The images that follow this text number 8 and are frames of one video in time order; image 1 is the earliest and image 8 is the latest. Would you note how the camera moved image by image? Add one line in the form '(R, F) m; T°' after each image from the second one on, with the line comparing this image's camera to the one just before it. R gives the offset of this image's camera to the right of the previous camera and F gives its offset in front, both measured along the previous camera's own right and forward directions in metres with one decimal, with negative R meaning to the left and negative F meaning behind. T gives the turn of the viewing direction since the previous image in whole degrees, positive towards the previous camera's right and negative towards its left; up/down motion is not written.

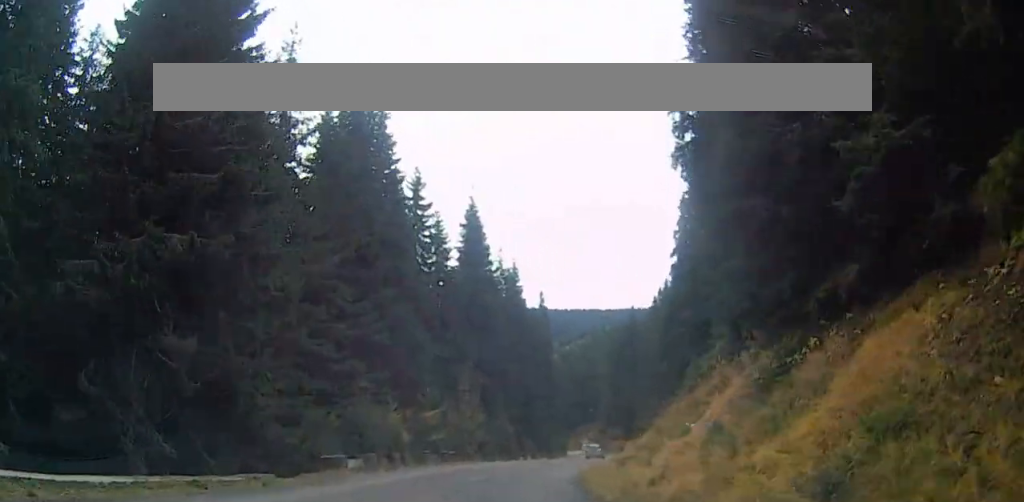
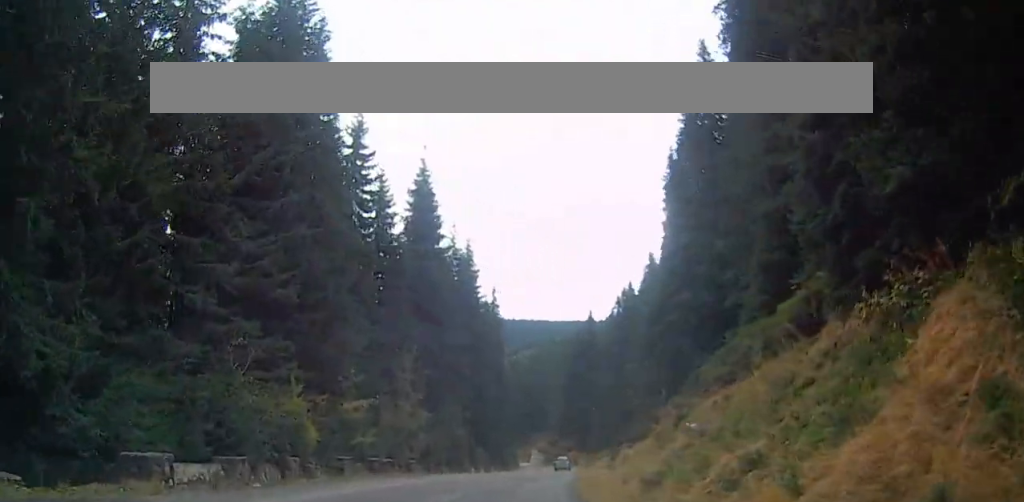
(+1.0, +10.1) m; +10°
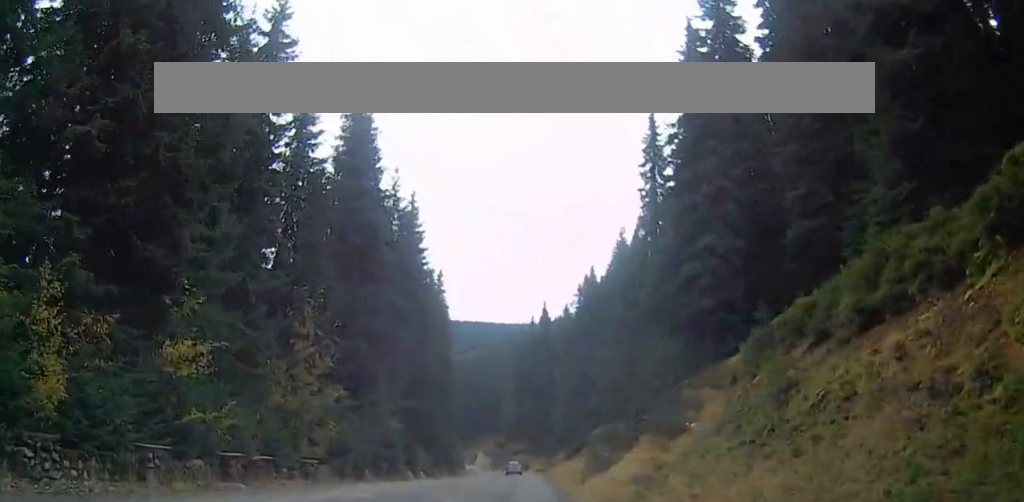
(+1.2, +12.6) m; +6°
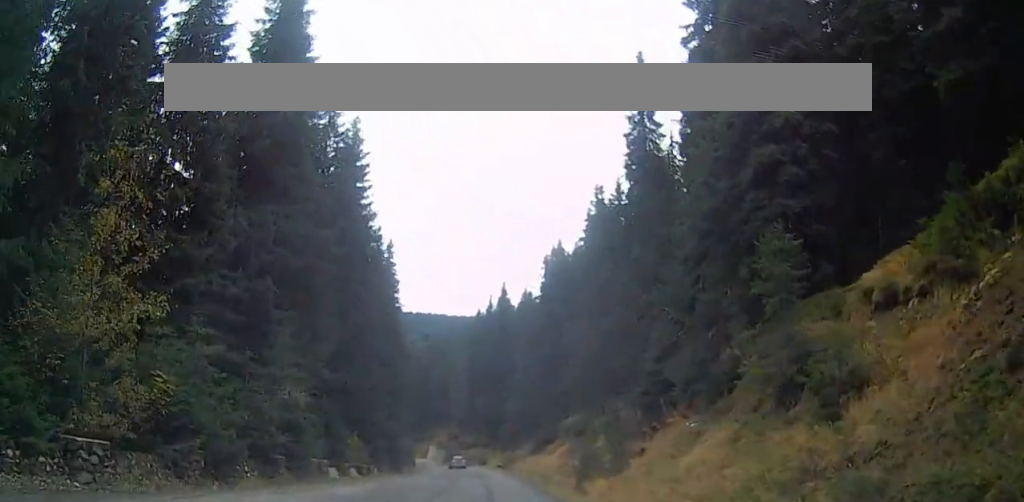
(0.0, +11.6) m; +1°
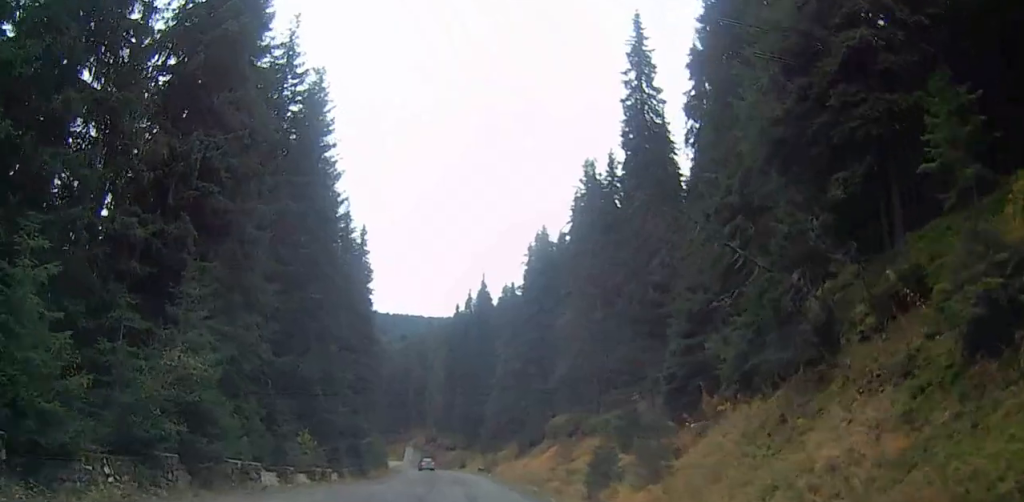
(-0.1, +6.5) m; +3°
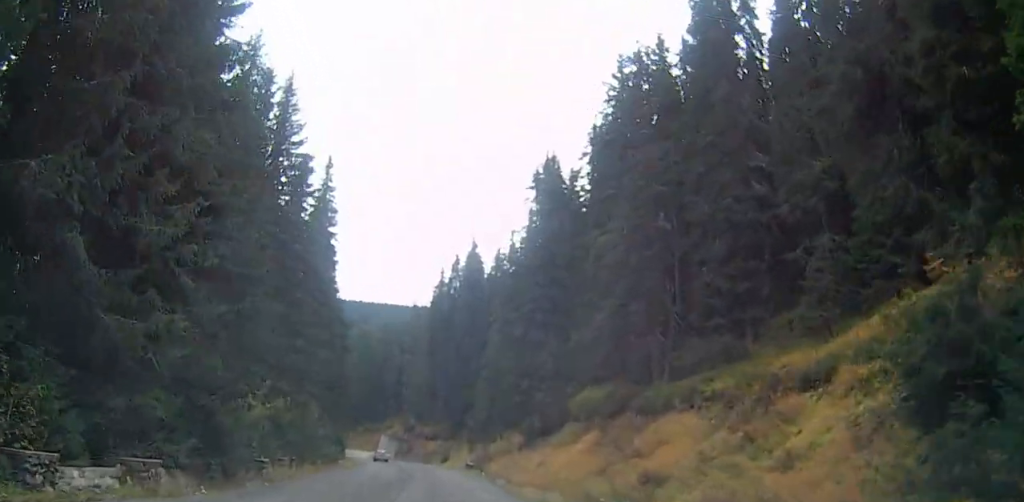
(+2.0, +19.3) m; +8°
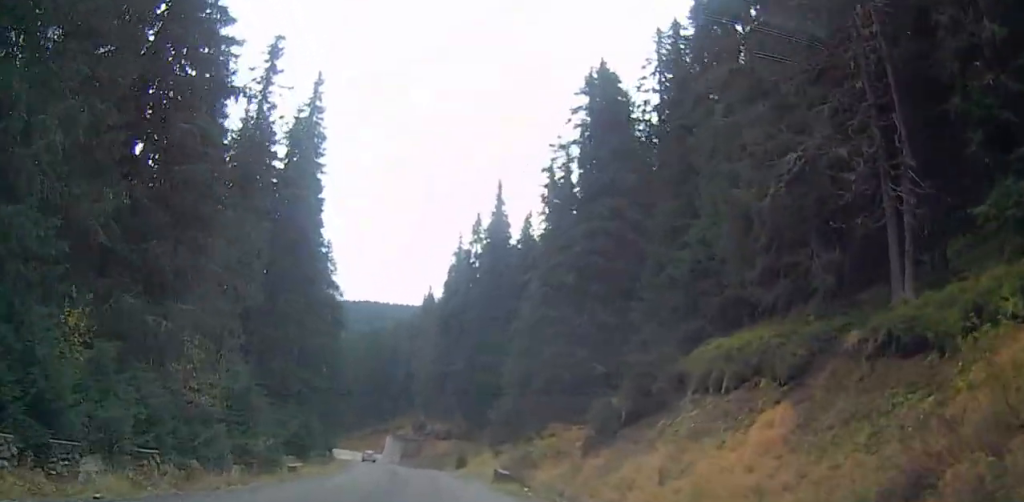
(-1.2, +18.3) m; -6°
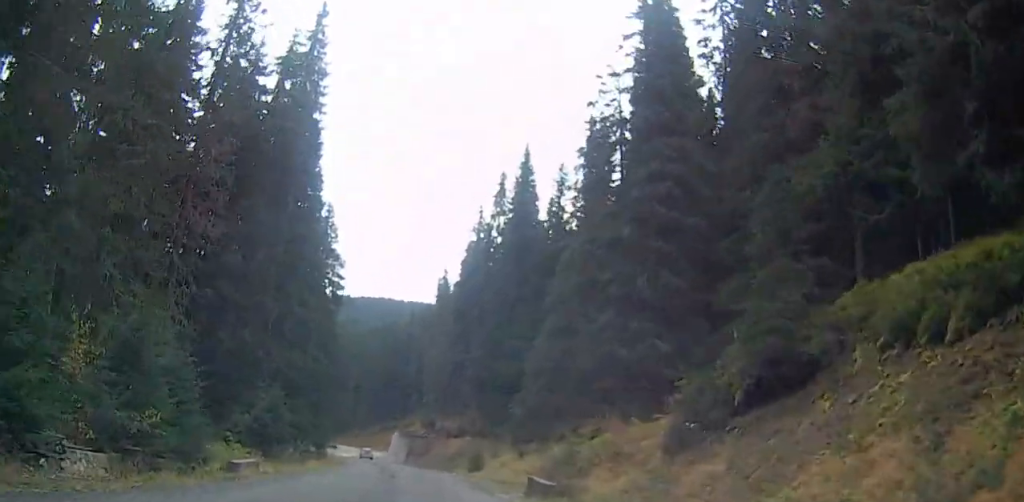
(-0.6, +9.9) m; 0°
